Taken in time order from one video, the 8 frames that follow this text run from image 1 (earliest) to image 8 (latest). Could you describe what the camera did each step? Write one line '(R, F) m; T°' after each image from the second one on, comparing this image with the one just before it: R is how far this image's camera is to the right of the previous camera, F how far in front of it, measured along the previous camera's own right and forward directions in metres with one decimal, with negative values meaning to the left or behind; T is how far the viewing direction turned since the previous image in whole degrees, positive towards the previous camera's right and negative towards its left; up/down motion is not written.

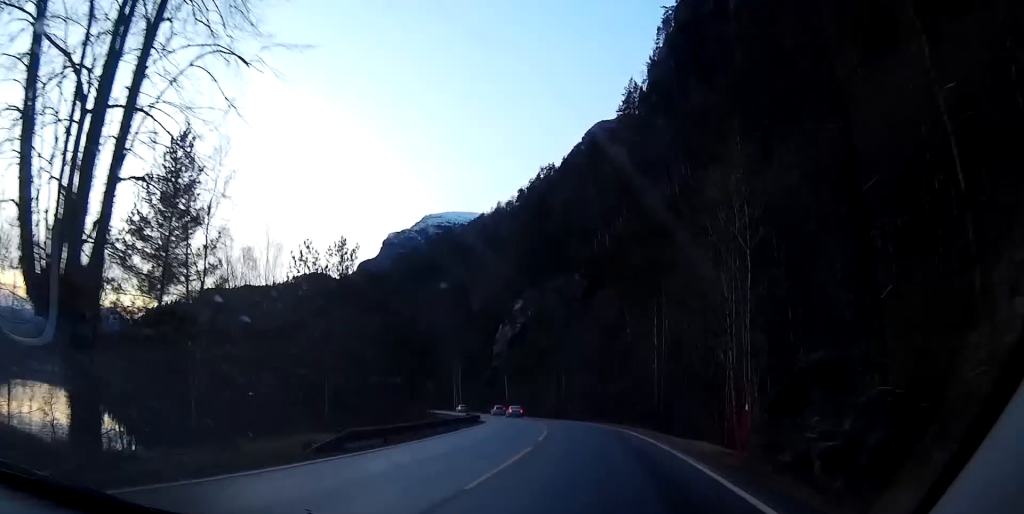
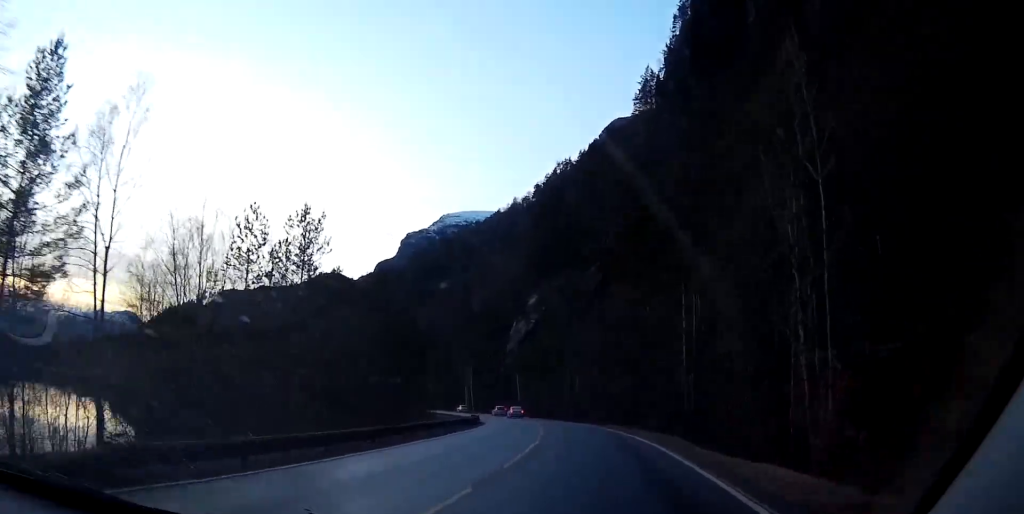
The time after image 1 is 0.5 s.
(-0.1, +8.6) m; -2°
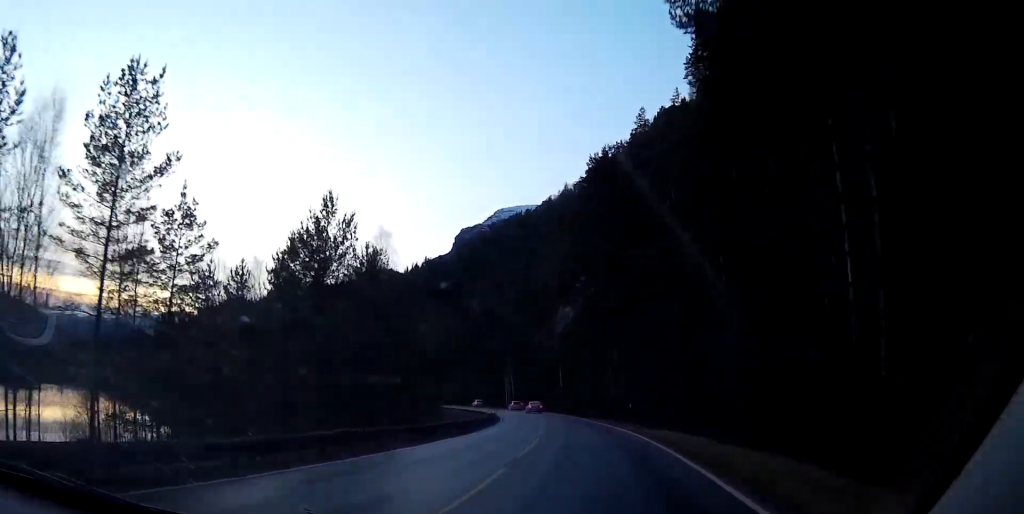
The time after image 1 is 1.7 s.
(-0.9, +20.2) m; -5°
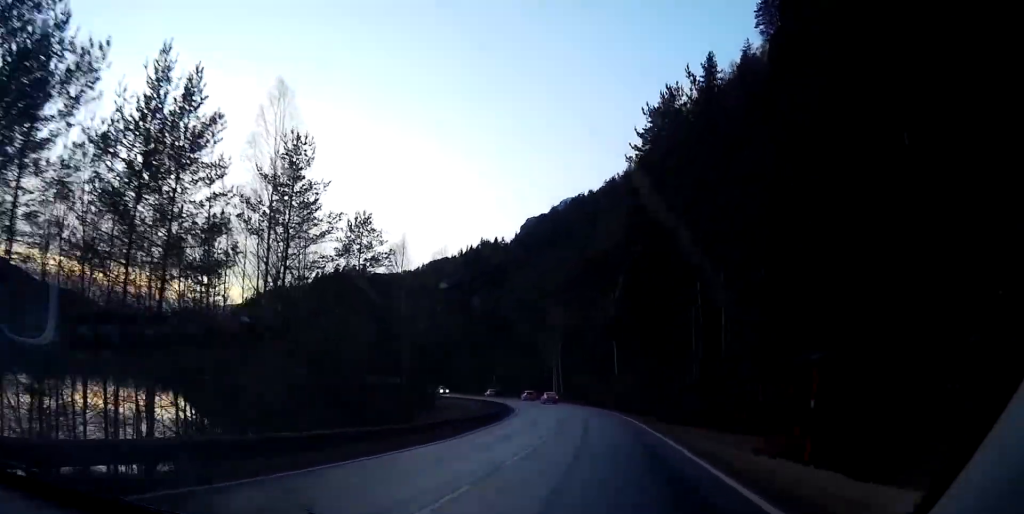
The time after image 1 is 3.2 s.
(-1.1, +26.6) m; -5°
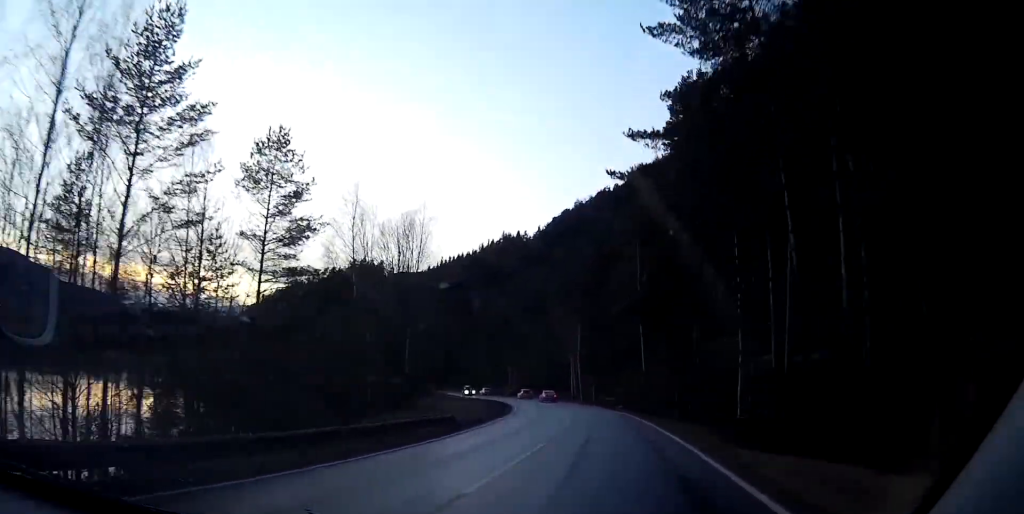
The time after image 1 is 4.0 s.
(-0.3, +15.3) m; -2°
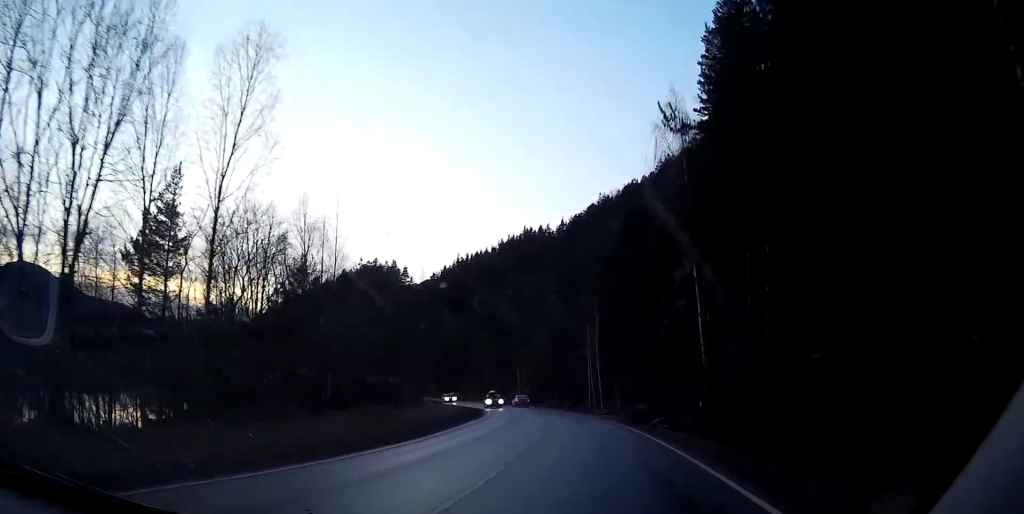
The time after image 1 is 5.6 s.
(-0.6, +29.3) m; -3°
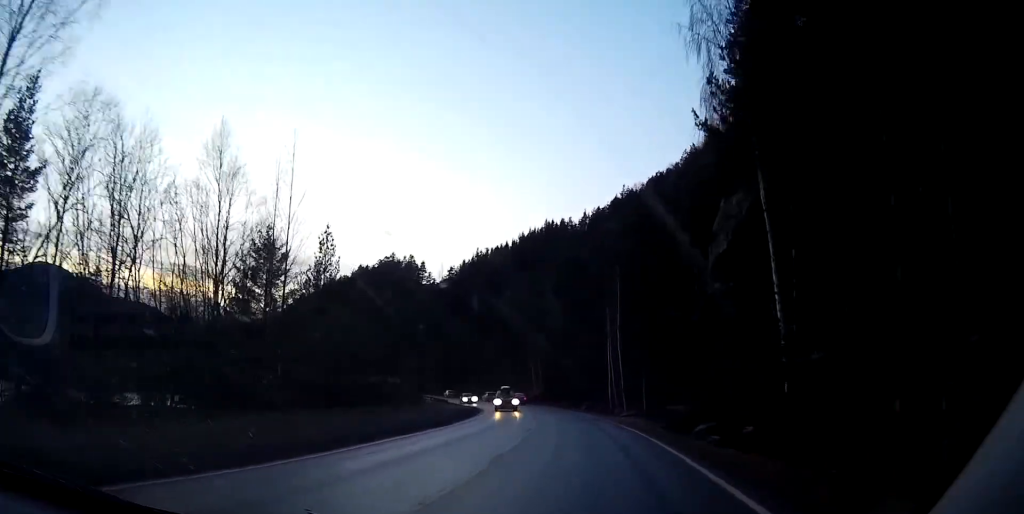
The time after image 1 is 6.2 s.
(-0.1, +12.4) m; -3°
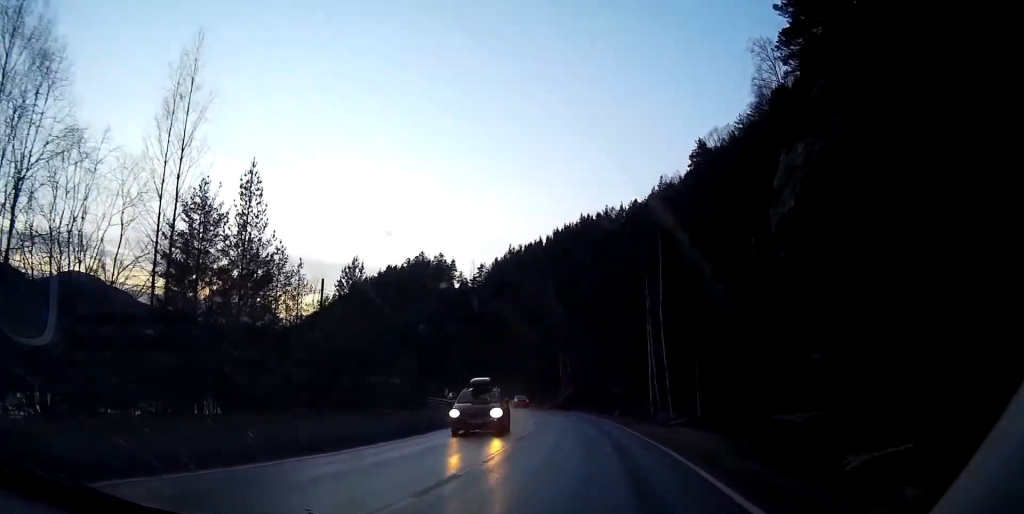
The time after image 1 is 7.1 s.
(-0.7, +16.1) m; -4°
